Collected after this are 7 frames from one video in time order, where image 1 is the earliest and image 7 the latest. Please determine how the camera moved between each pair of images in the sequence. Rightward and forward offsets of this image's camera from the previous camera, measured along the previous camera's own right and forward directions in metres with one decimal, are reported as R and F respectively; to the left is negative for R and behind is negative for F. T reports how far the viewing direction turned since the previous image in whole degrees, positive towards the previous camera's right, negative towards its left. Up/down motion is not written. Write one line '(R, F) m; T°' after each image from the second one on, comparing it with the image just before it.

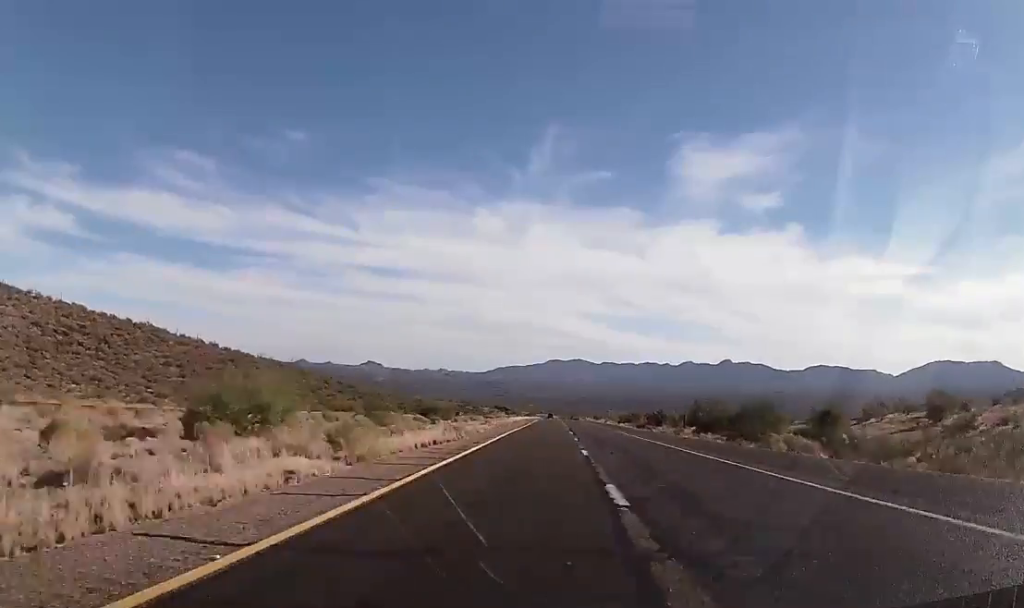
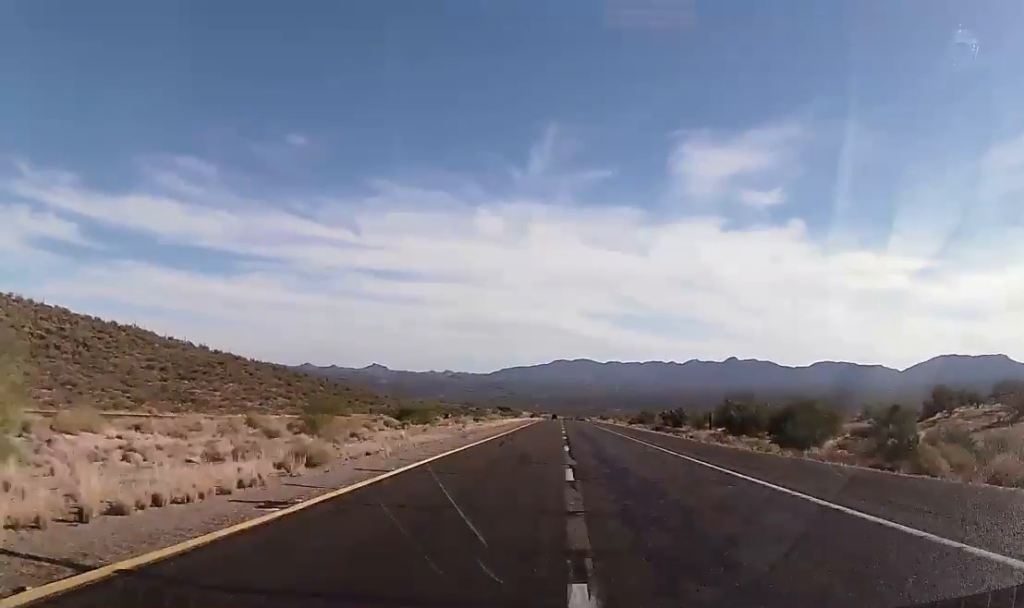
(+0.1, +19.0) m; -1°
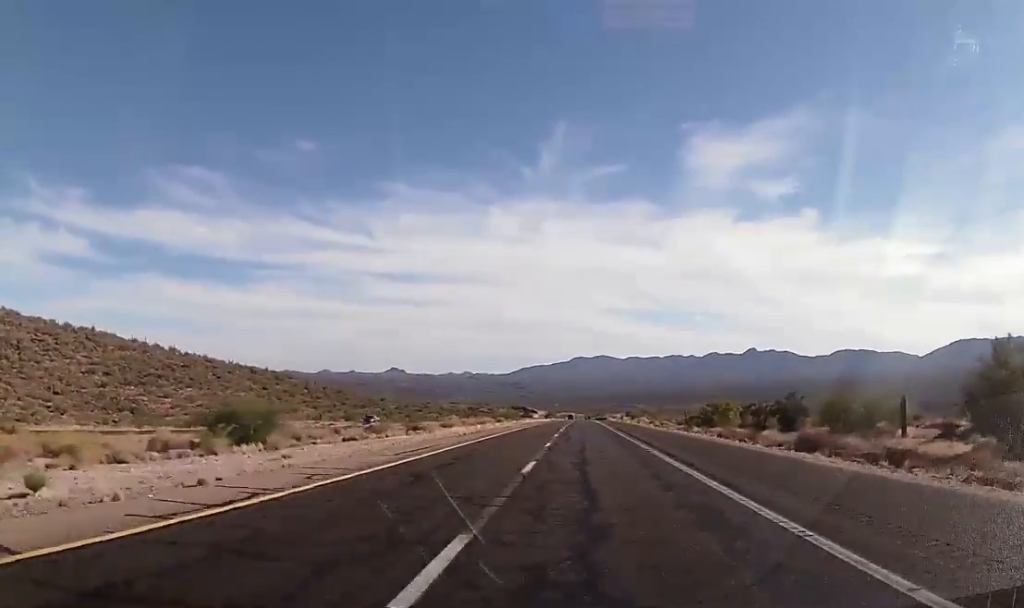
(-1.2, +58.0) m; -2°
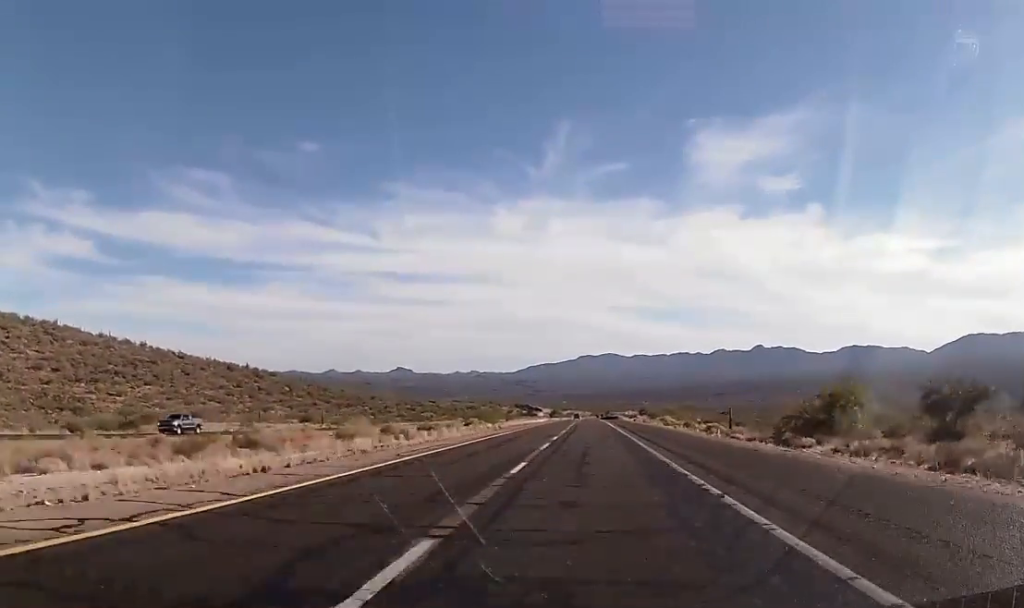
(-0.3, +36.5) m; -1°
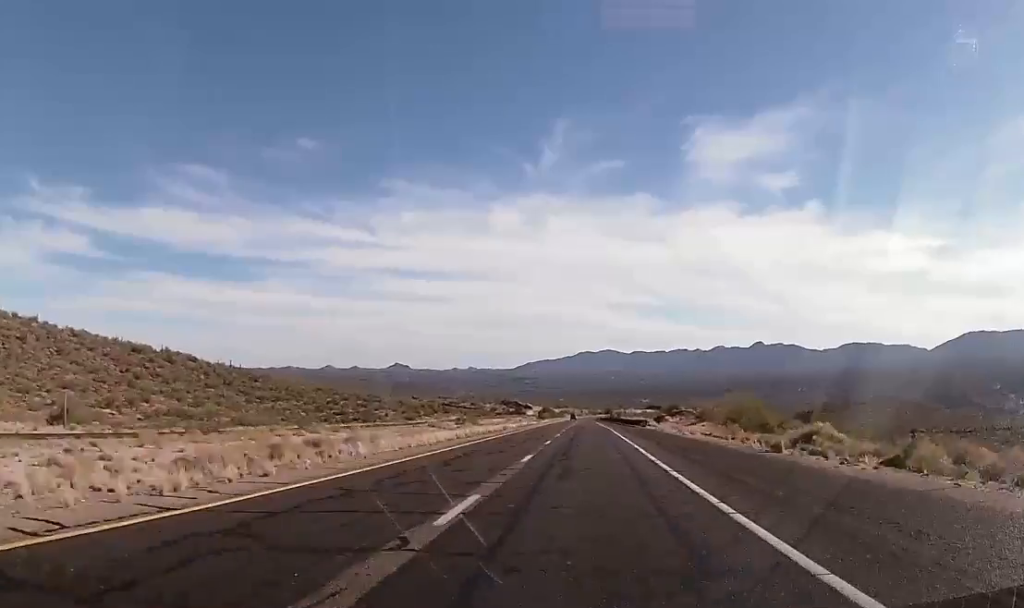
(-1.3, +86.9) m; -1°
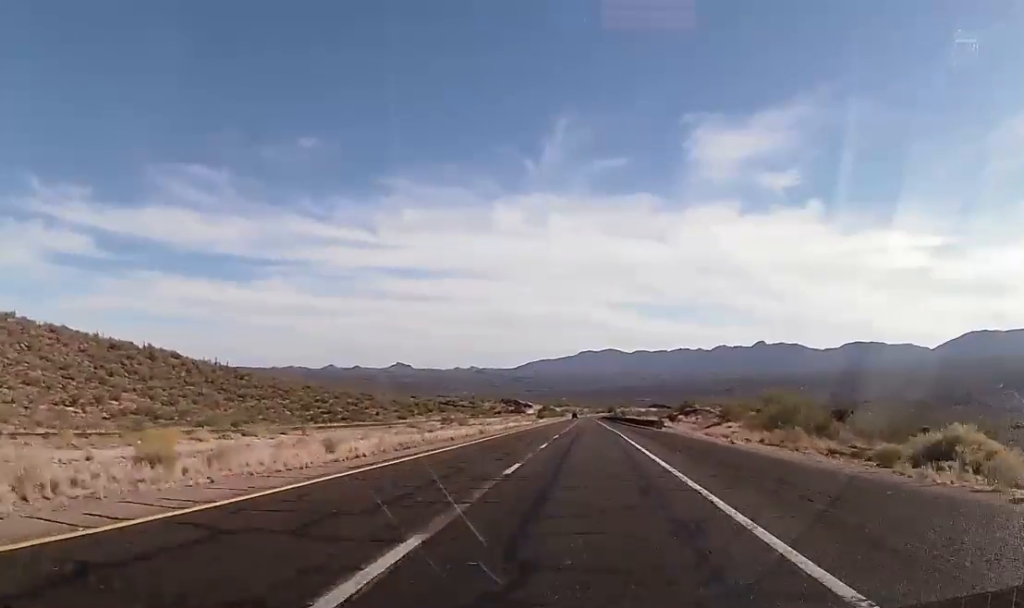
(0.0, +16.4) m; 0°
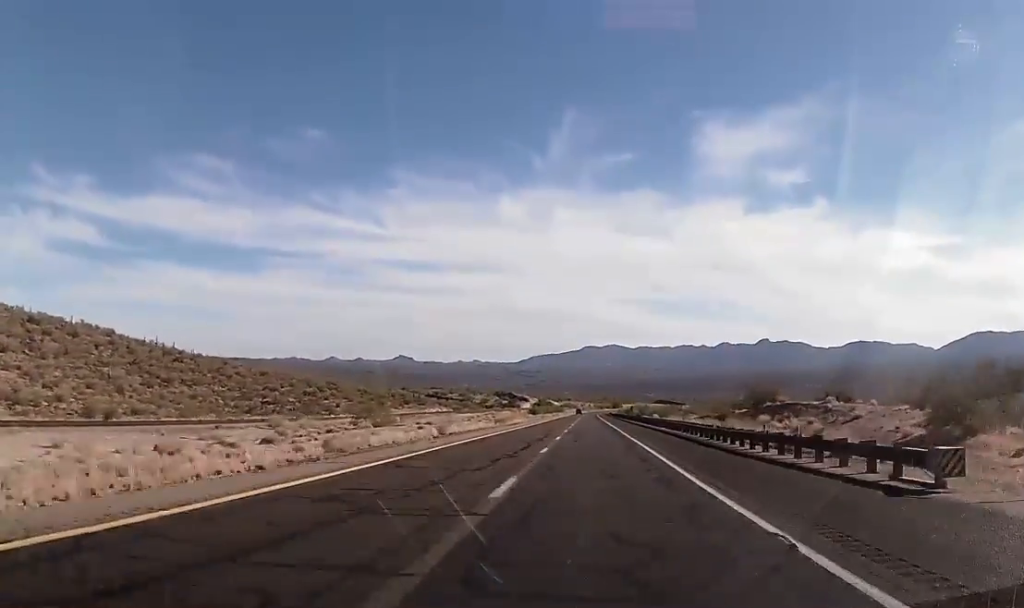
(+0.4, +52.9) m; 0°
